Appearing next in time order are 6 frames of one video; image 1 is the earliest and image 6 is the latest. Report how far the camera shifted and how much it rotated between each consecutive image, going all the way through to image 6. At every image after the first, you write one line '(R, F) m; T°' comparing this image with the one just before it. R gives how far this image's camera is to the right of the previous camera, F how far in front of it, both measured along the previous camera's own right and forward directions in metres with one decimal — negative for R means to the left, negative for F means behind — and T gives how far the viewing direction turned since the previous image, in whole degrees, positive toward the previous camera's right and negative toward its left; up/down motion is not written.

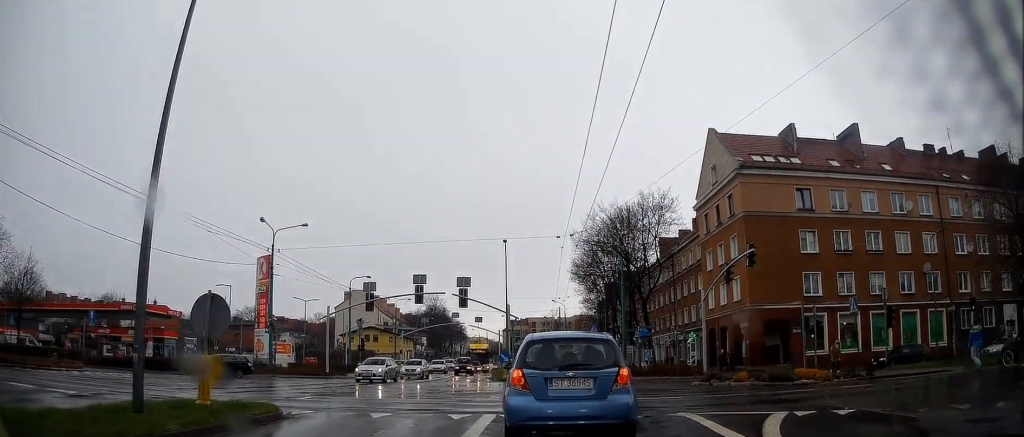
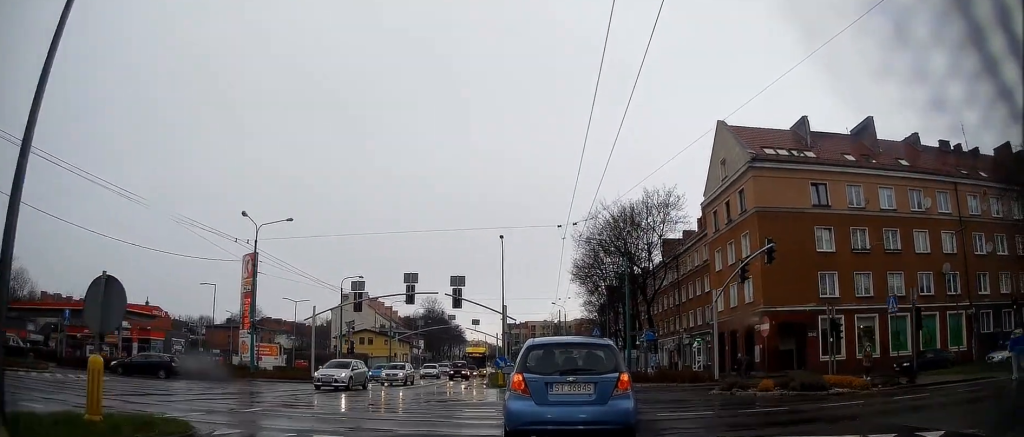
(-0.2, +2.6) m; 0°
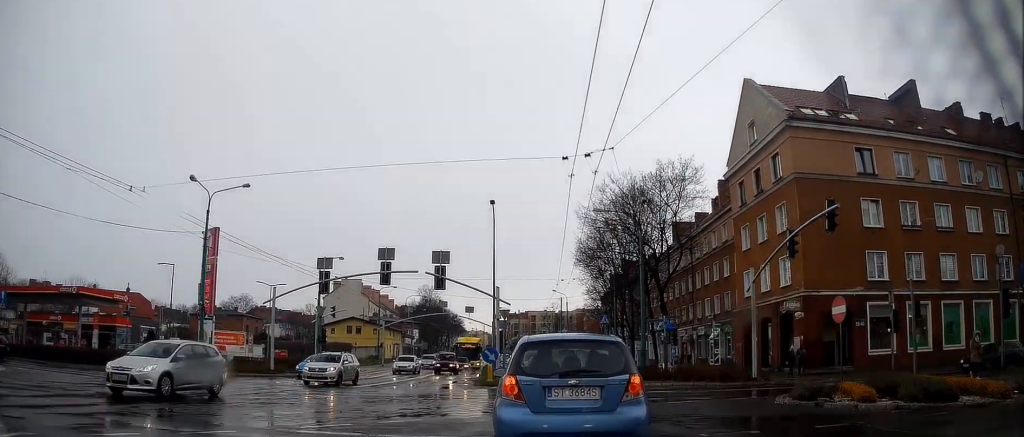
(+0.3, +5.4) m; +3°
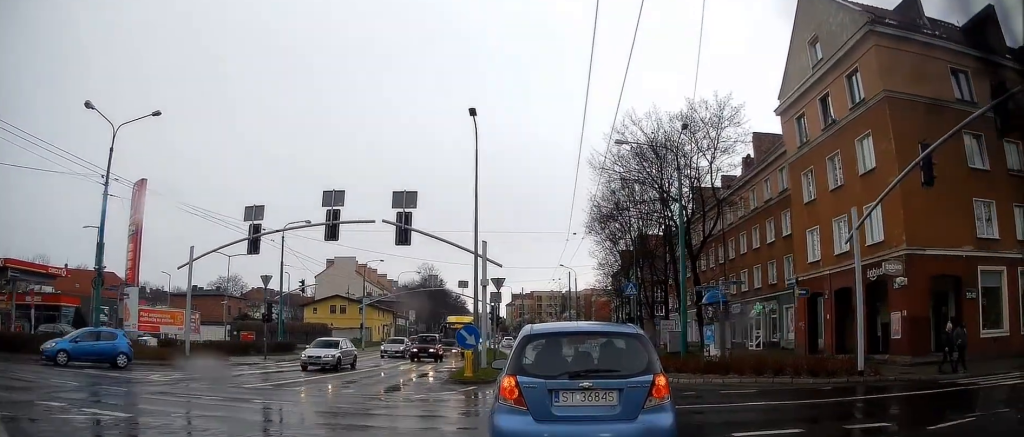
(-0.3, +8.0) m; -3°
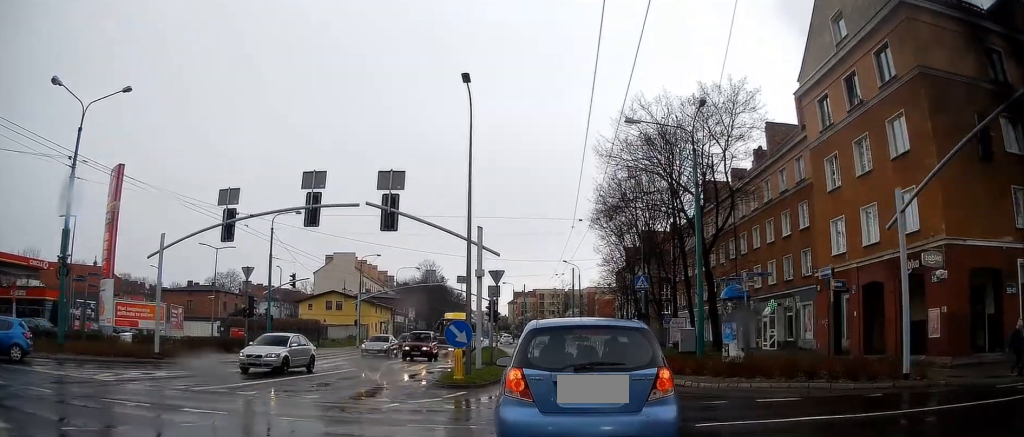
(+0.1, +7.6) m; +3°
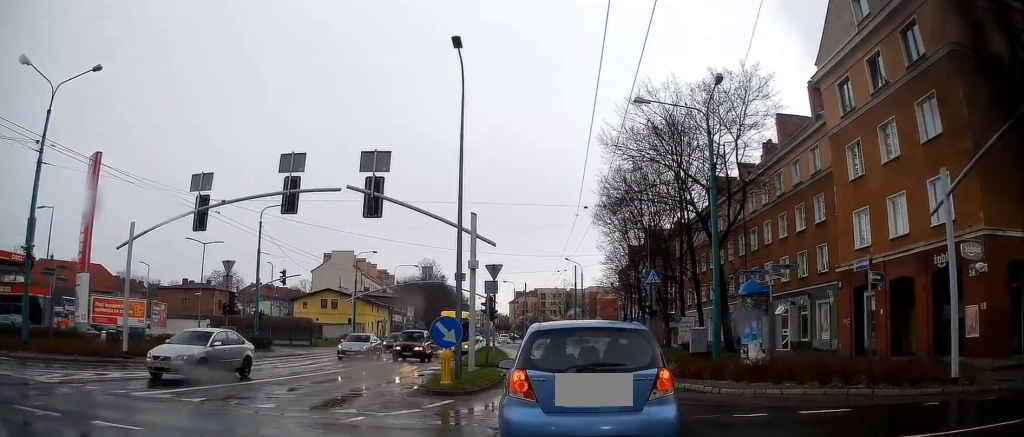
(+0.1, +2.2) m; -2°
